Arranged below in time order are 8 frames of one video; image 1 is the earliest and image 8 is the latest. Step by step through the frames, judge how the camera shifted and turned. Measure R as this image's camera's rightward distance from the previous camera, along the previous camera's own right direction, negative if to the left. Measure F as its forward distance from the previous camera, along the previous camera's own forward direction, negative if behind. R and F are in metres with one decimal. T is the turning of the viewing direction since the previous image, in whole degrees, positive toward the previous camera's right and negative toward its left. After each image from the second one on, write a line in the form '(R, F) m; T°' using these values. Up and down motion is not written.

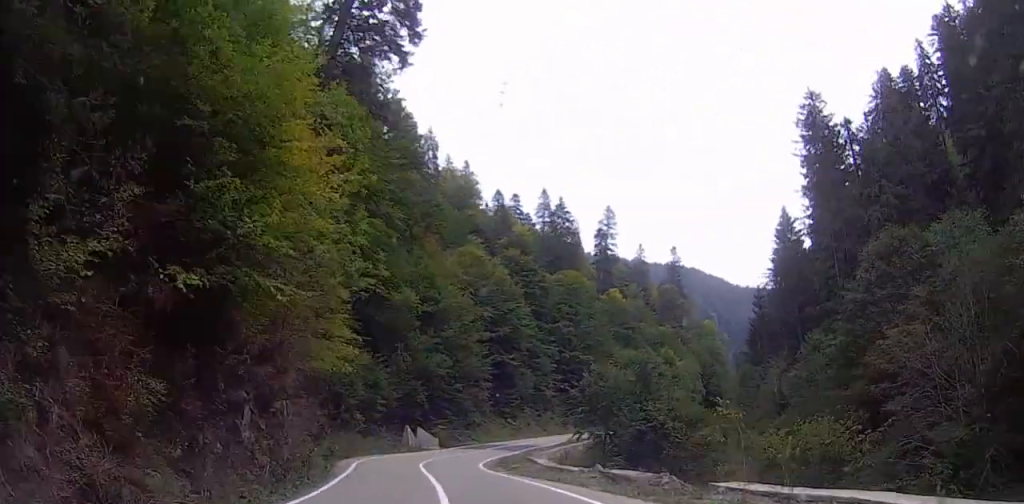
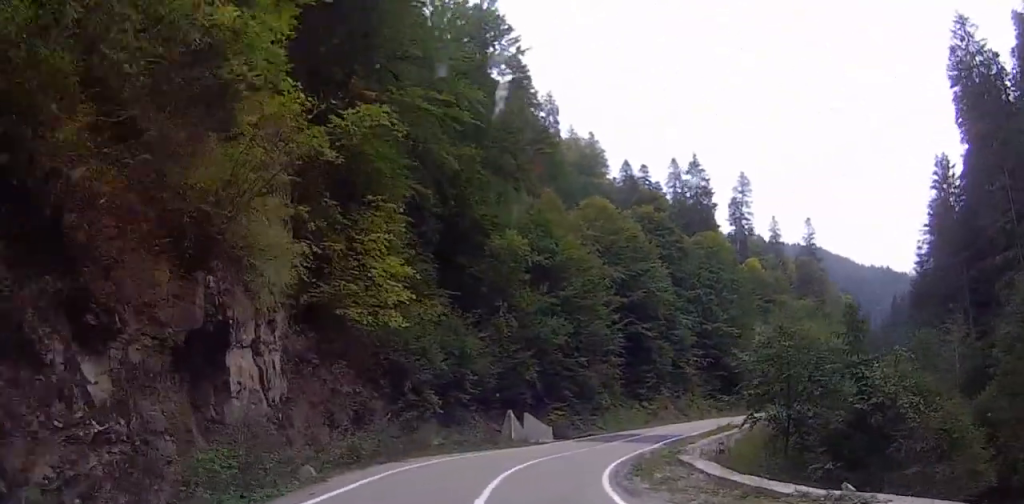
(-0.9, +15.4) m; -6°
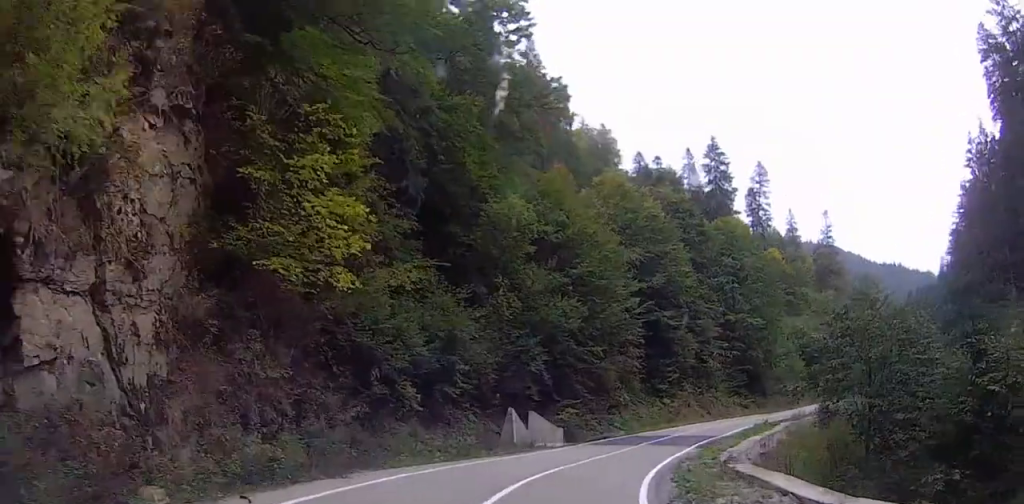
(-0.3, +7.2) m; -1°
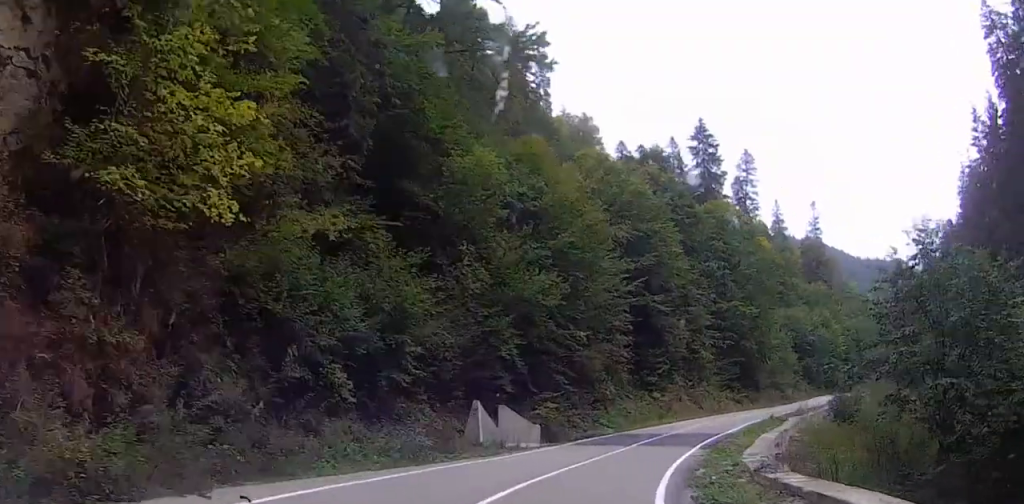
(-0.3, +5.7) m; 0°
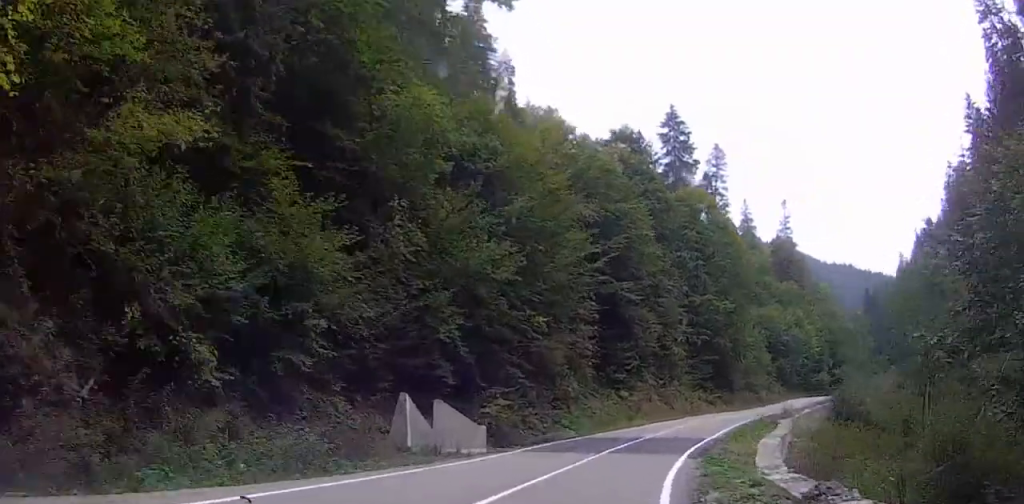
(+0.1, +5.5) m; +2°
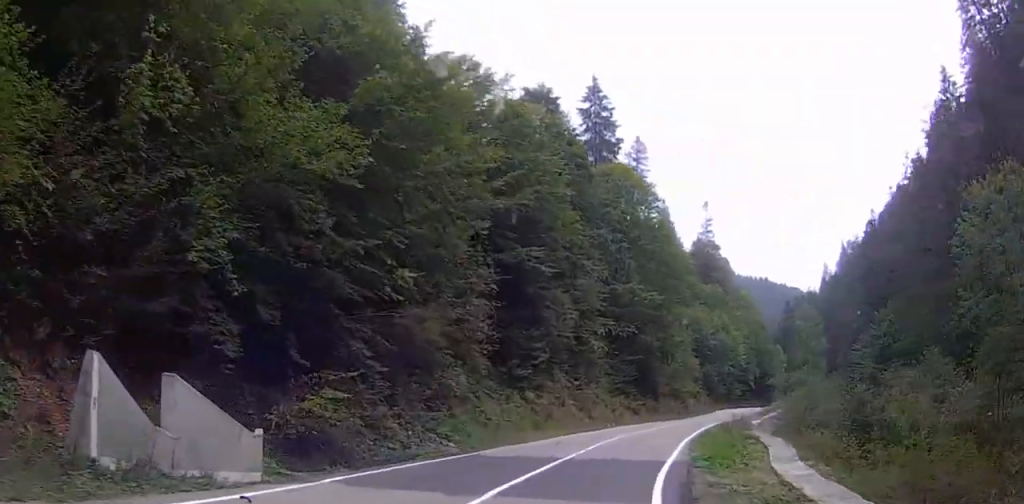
(+0.5, +10.5) m; +7°
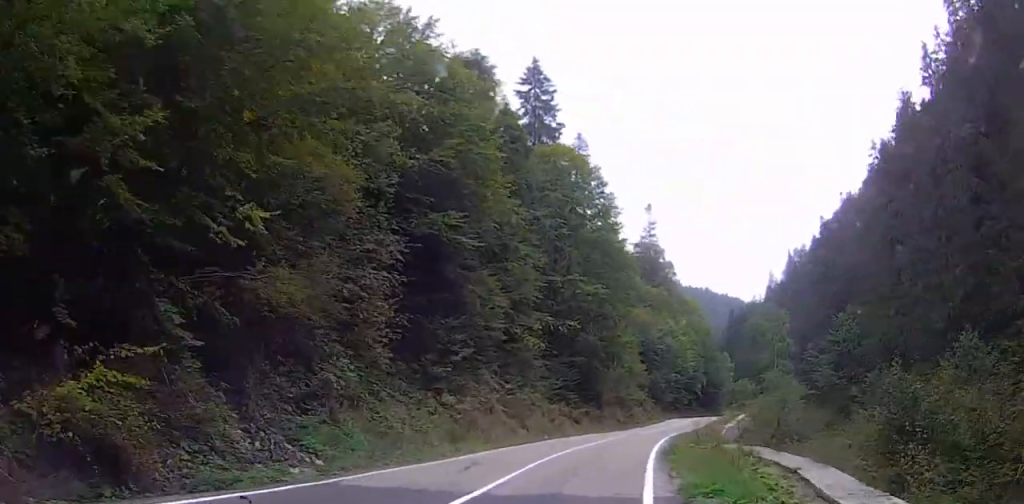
(+0.5, +7.3) m; +4°
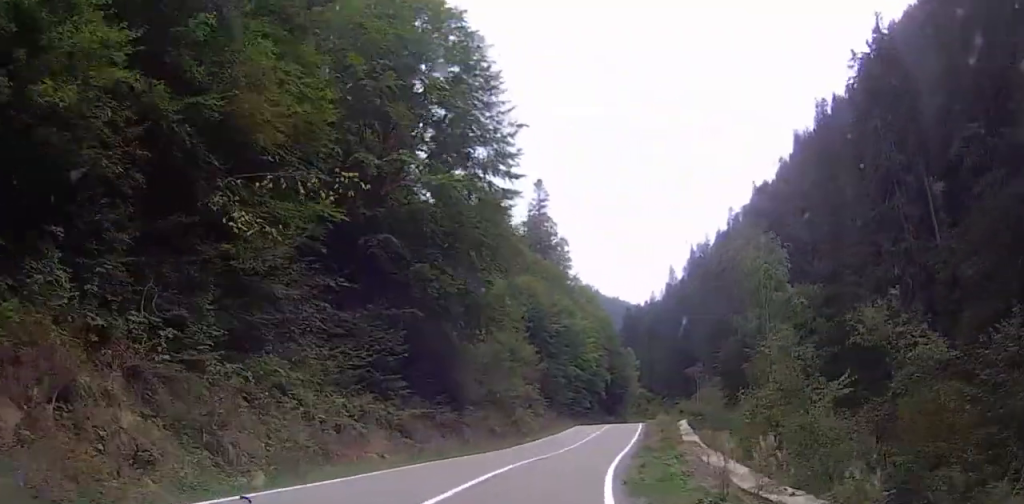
(+2.1, +30.6) m; +6°
